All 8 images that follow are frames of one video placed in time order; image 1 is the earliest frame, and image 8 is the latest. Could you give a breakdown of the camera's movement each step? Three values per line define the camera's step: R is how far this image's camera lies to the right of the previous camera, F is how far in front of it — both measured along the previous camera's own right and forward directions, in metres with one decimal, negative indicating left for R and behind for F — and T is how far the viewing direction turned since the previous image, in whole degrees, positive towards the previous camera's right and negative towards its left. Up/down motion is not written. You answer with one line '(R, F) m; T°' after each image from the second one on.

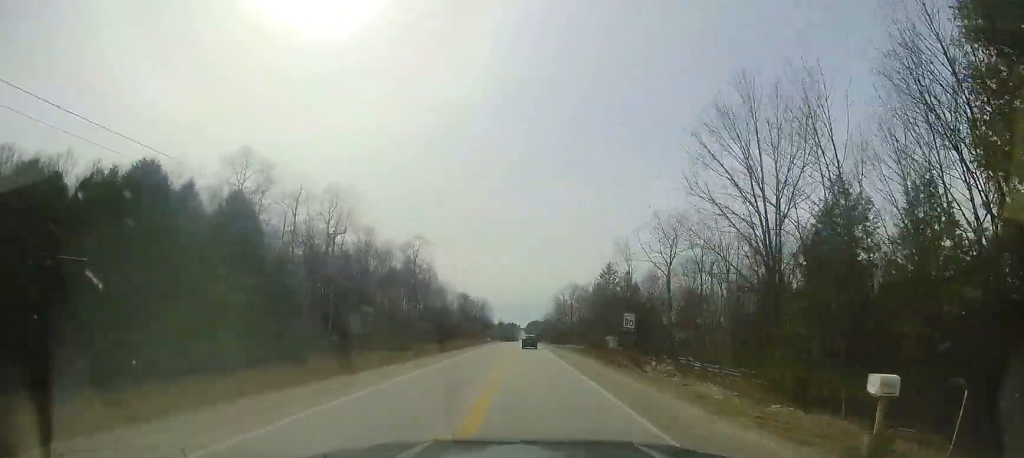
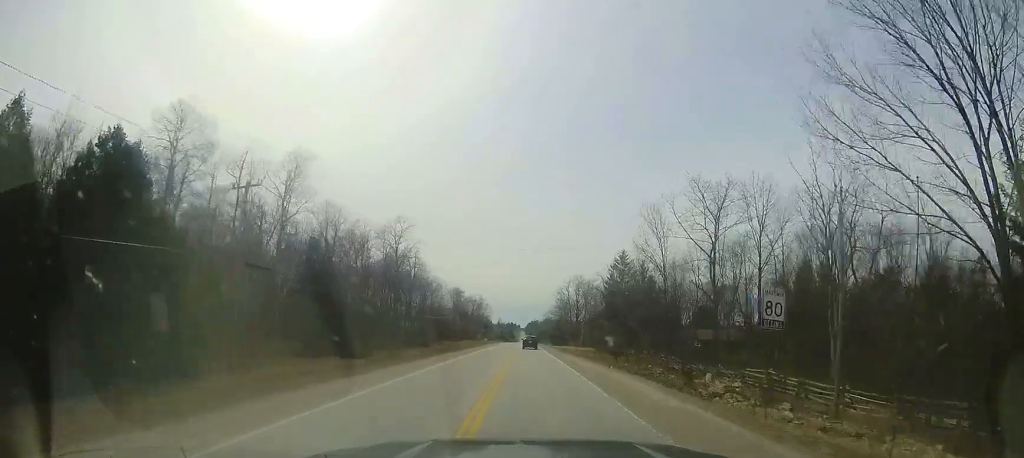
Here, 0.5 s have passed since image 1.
(-0.2, +11.4) m; 0°
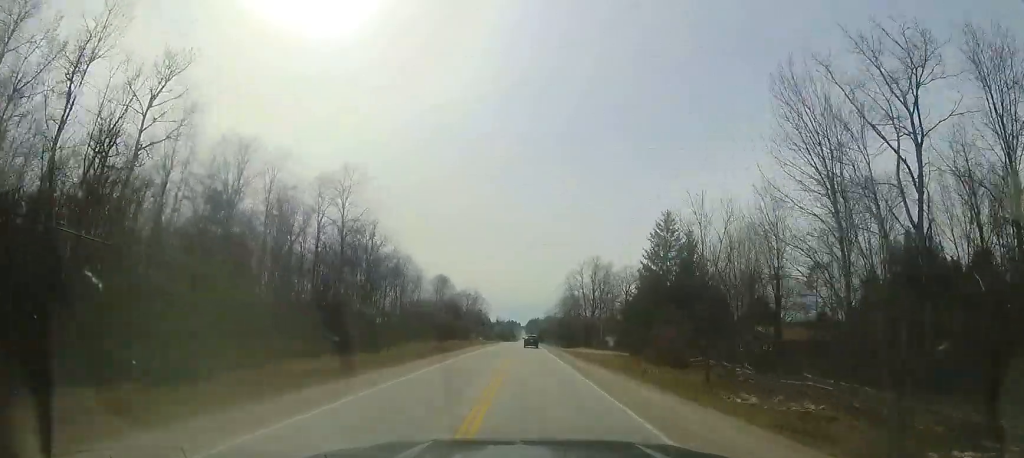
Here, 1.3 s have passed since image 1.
(+0.2, +21.2) m; +1°
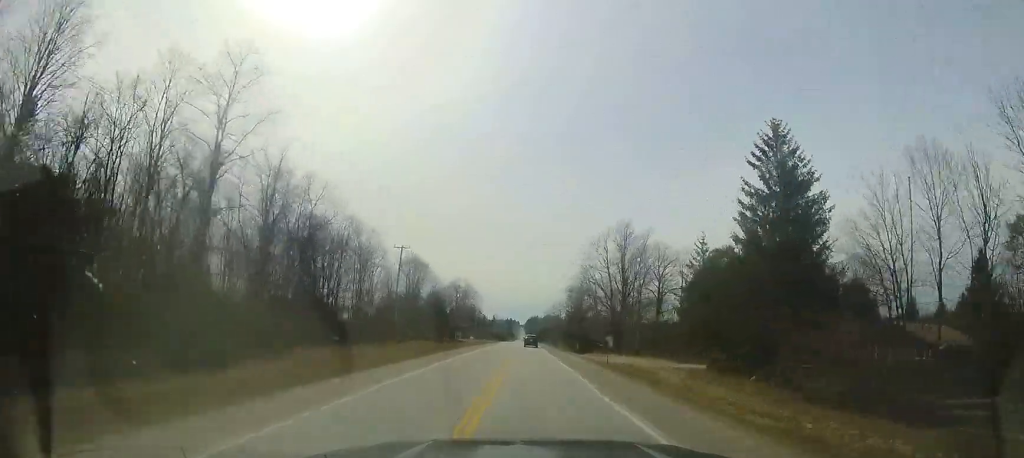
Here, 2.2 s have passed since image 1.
(+0.2, +22.1) m; 0°
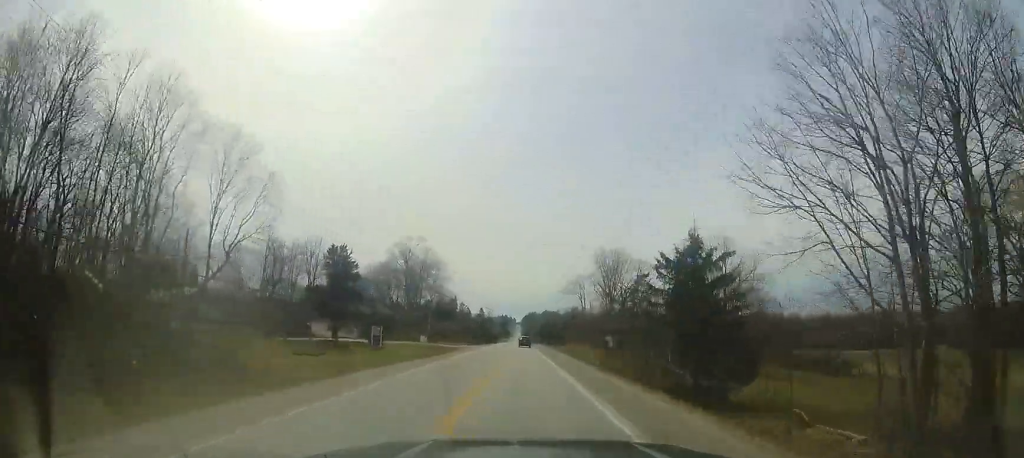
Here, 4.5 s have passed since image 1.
(-0.4, +55.3) m; 0°
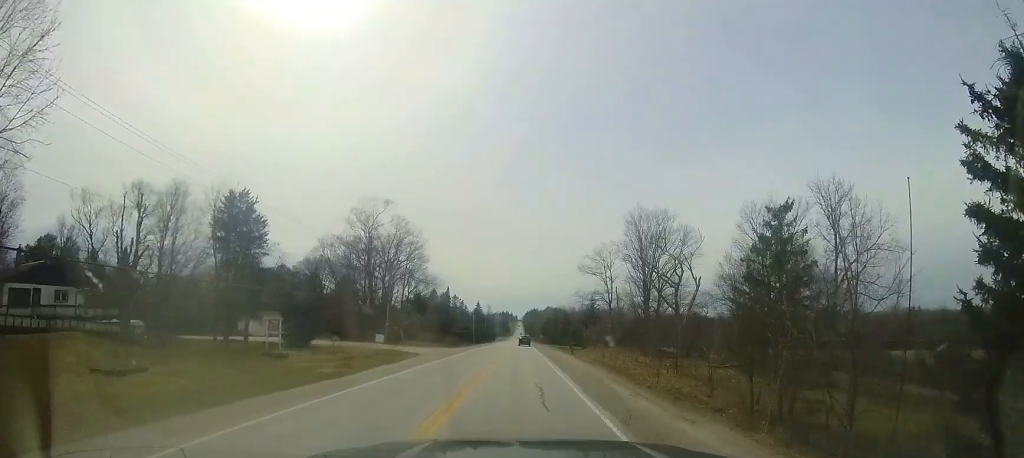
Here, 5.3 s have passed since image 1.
(-0.2, +21.0) m; 0°
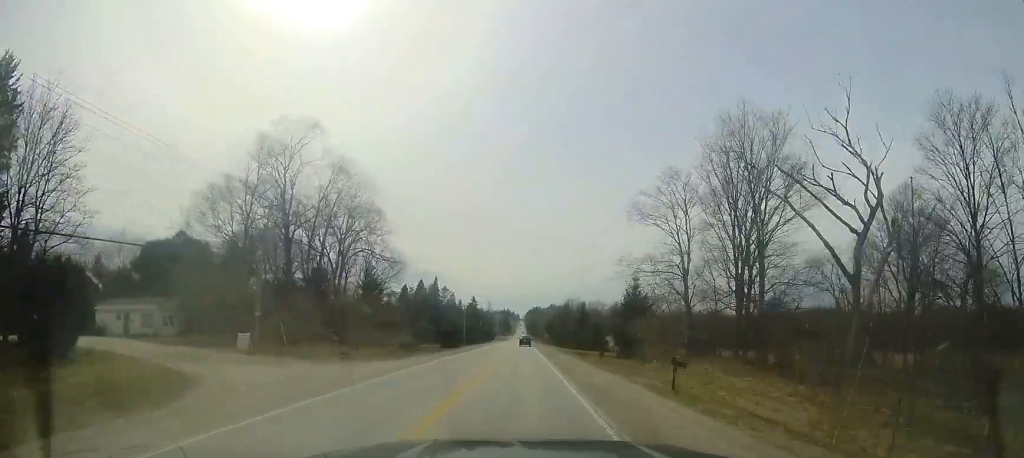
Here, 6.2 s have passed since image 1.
(0.0, +23.9) m; 0°
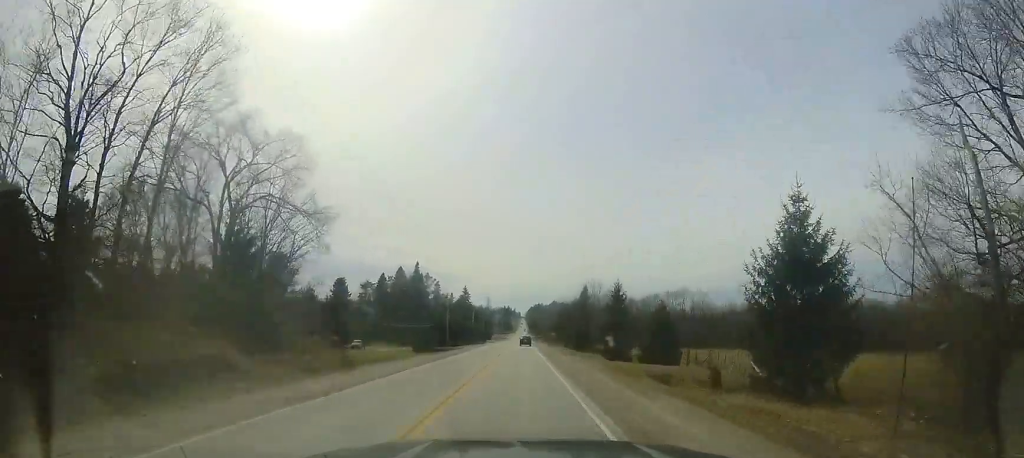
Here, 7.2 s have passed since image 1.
(0.0, +25.1) m; 0°
